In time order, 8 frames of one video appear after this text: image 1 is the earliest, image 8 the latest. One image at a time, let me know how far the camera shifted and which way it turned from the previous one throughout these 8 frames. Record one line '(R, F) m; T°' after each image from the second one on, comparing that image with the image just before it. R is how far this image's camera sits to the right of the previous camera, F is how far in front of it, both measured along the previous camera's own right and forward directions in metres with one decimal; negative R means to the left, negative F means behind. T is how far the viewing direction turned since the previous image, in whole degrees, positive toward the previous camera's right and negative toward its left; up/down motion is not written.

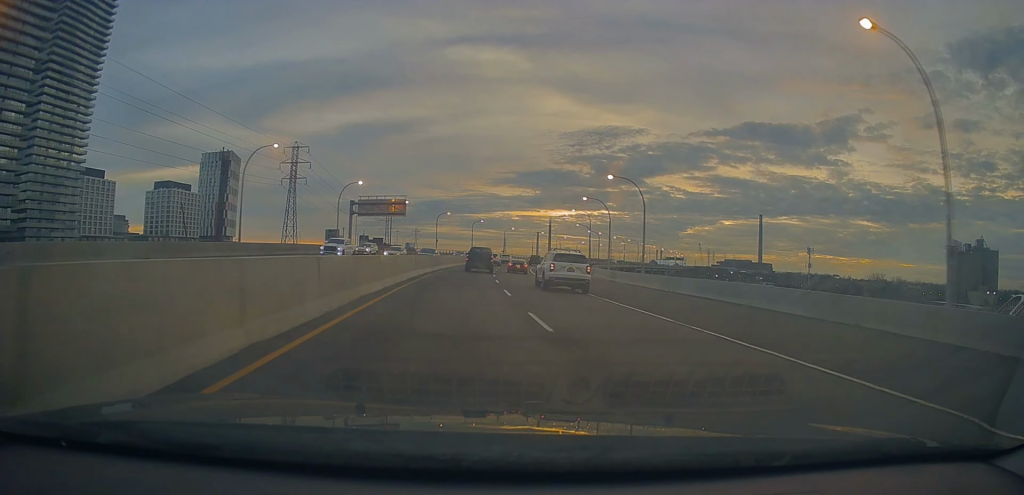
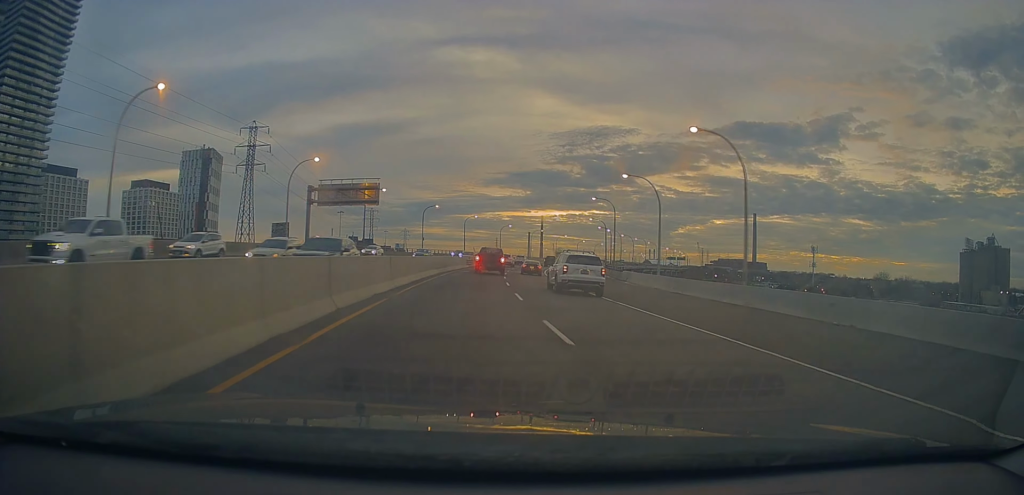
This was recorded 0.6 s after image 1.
(+0.2, +19.4) m; +1°
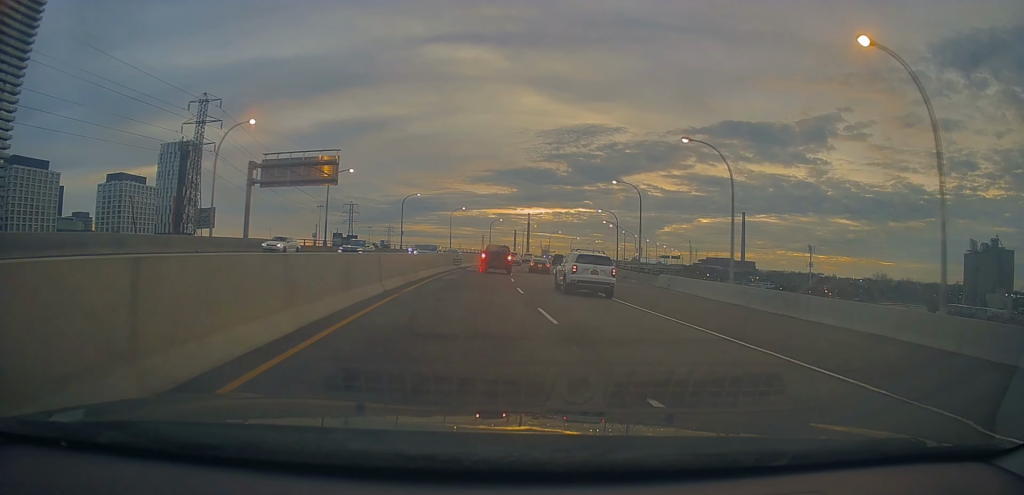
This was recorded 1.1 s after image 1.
(+0.1, +15.3) m; +1°
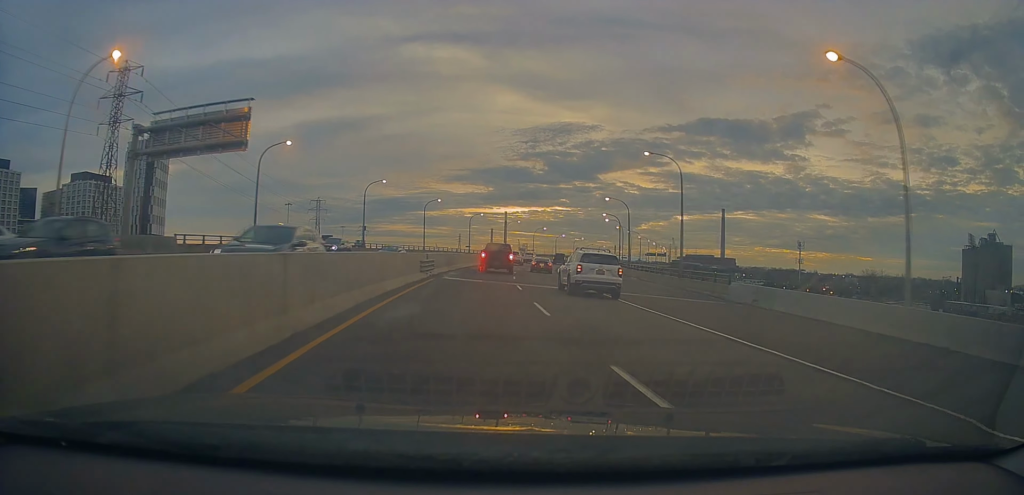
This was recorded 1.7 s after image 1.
(-0.1, +16.3) m; +2°
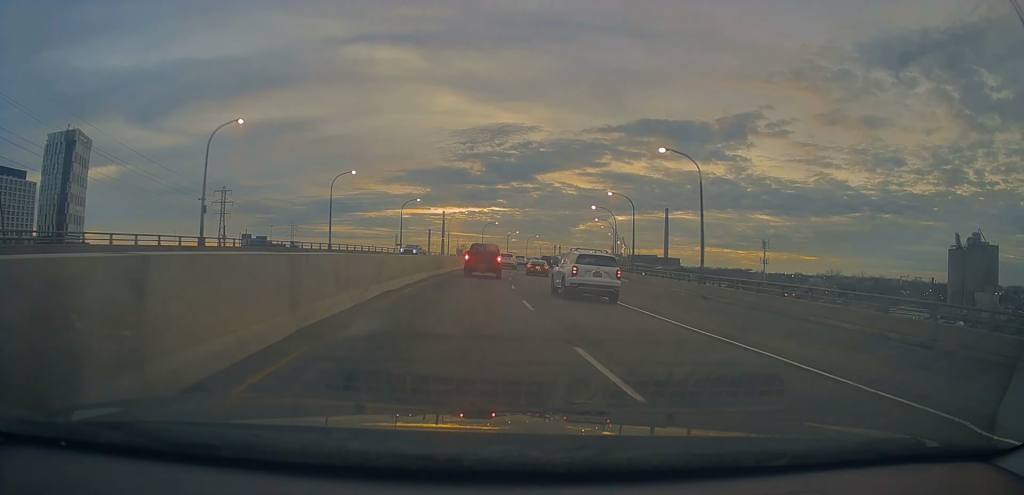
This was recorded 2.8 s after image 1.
(+1.8, +34.3) m; +5°
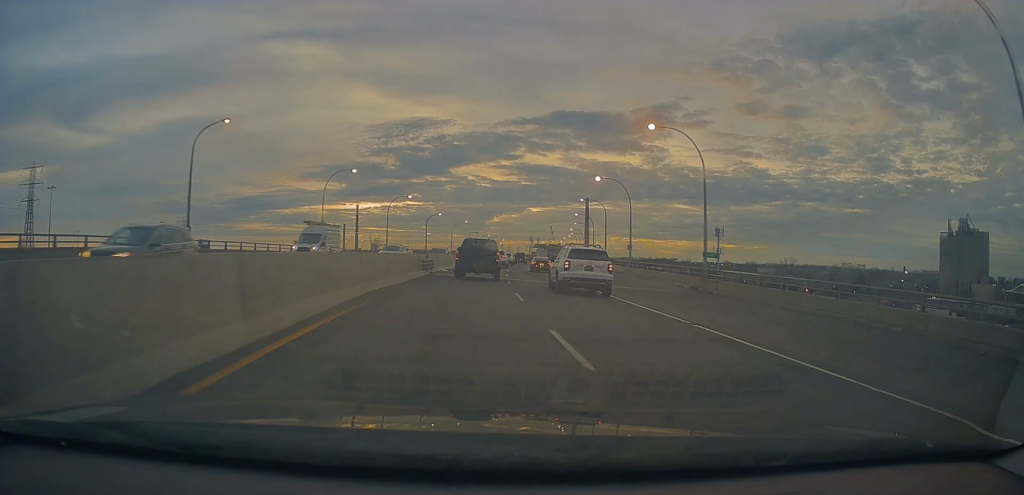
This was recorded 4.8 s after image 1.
(+3.8, +53.1) m; +9°
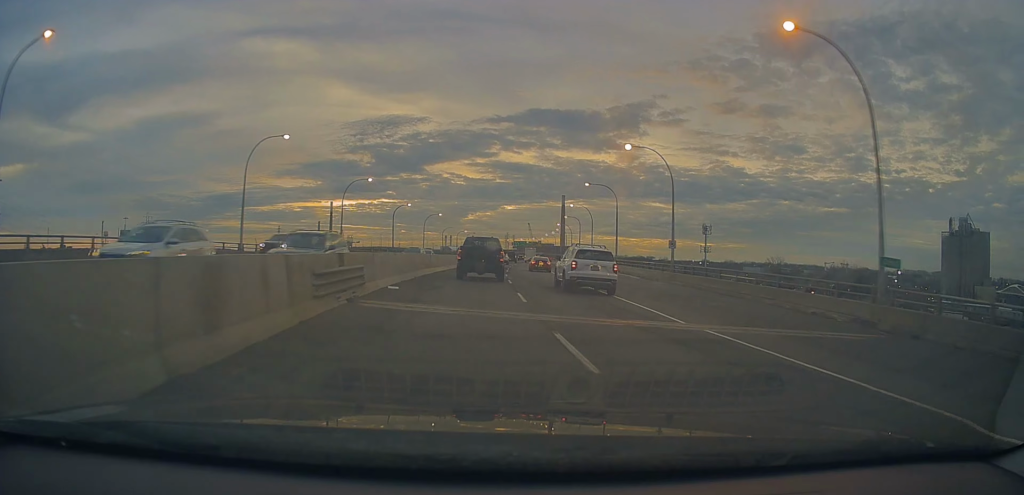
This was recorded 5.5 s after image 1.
(+0.7, +18.0) m; +3°
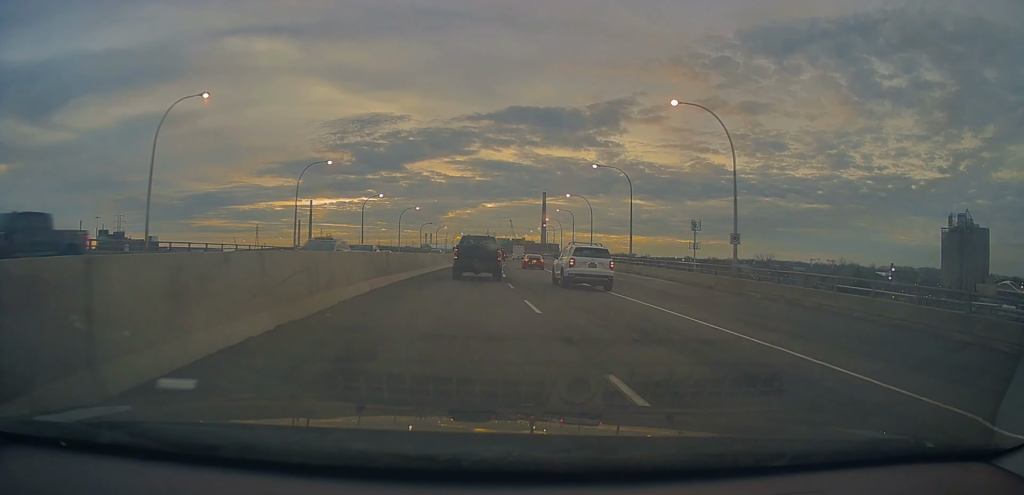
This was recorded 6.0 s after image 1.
(+0.2, +12.8) m; +2°
